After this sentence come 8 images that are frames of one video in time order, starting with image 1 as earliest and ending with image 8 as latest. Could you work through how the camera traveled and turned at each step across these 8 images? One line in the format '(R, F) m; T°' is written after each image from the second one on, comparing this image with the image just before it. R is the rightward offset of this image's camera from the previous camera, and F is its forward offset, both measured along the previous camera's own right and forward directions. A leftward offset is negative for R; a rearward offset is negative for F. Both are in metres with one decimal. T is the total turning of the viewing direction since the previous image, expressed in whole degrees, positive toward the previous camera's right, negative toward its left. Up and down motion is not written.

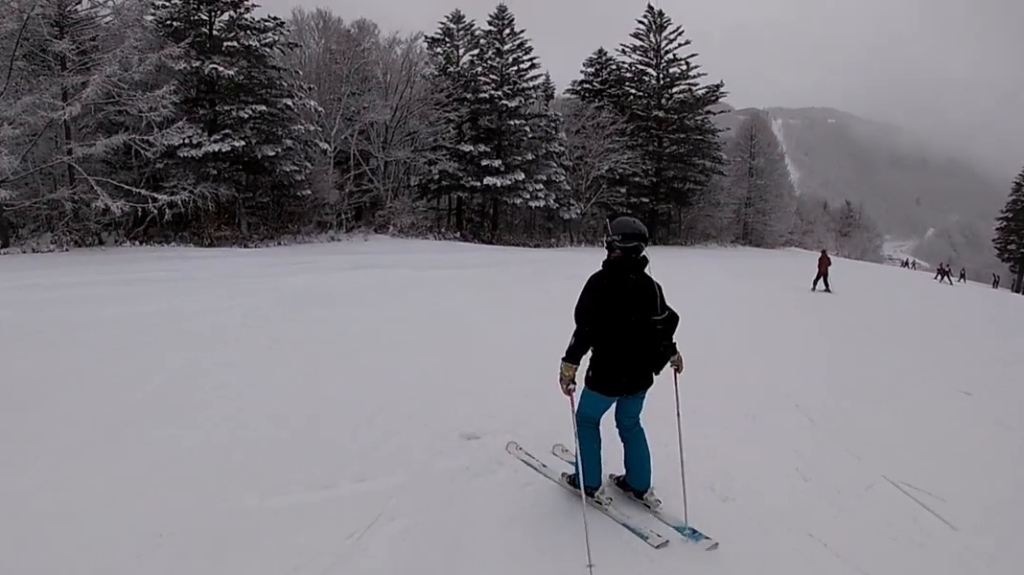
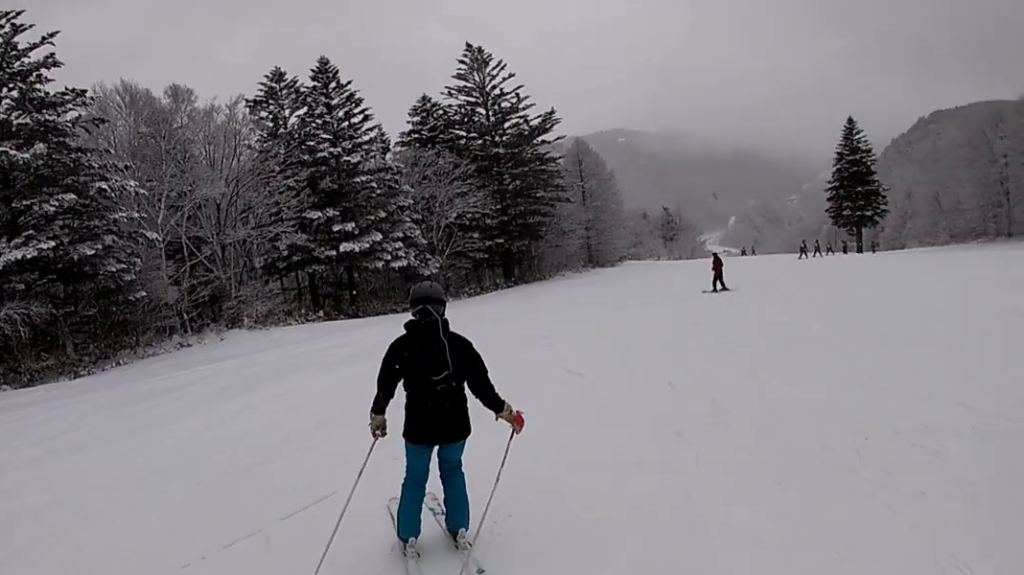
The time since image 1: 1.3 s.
(+0.7, +6.3) m; +24°
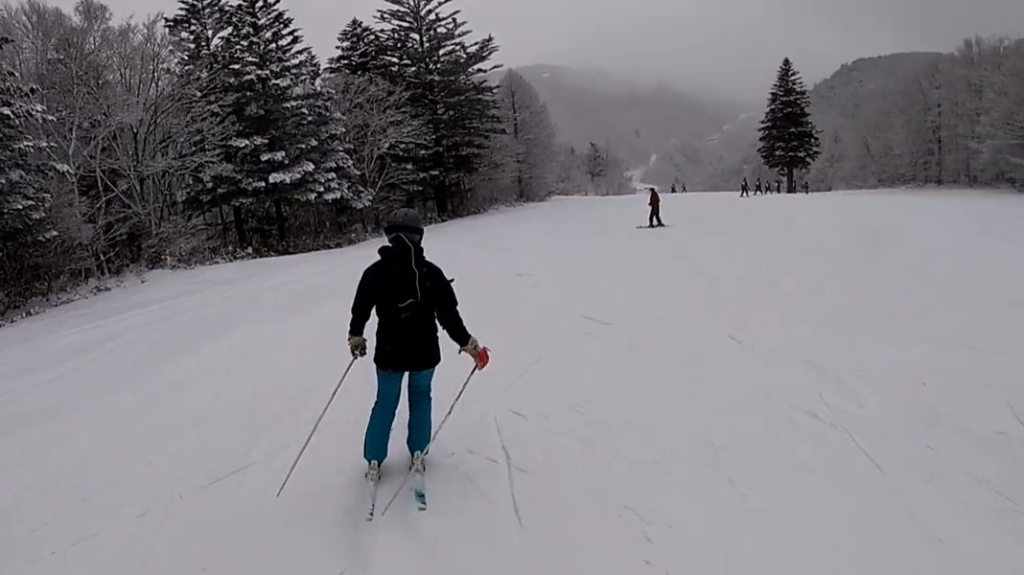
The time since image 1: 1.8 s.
(+0.3, +2.1) m; +13°
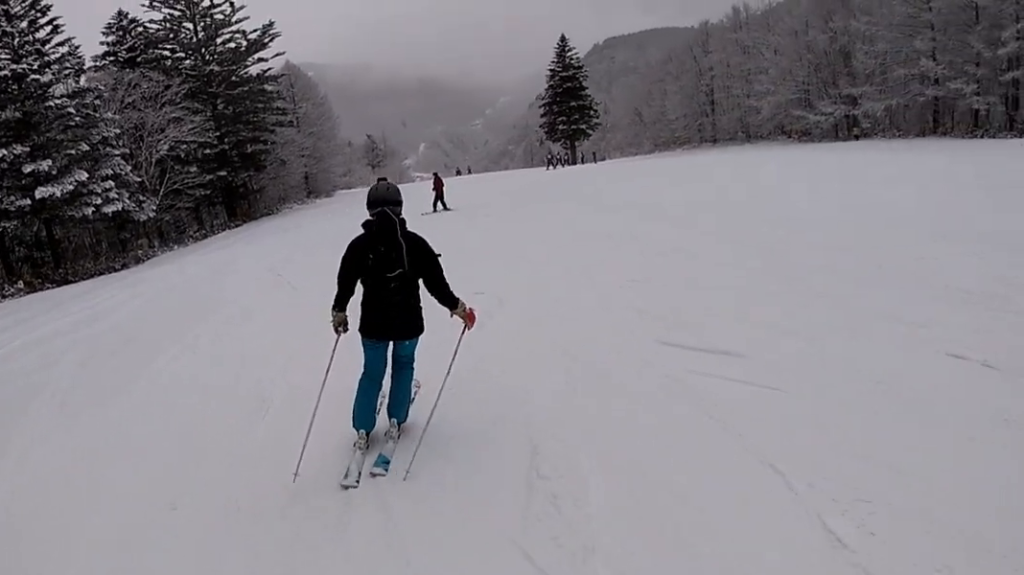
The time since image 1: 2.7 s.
(+1.0, +4.3) m; +27°
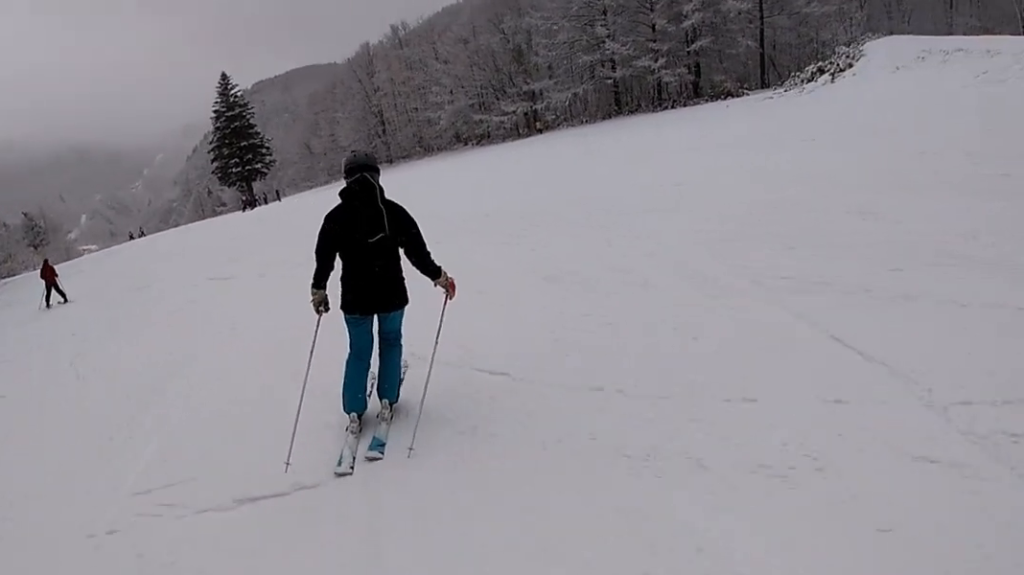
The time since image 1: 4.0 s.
(+1.9, +6.2) m; +24°
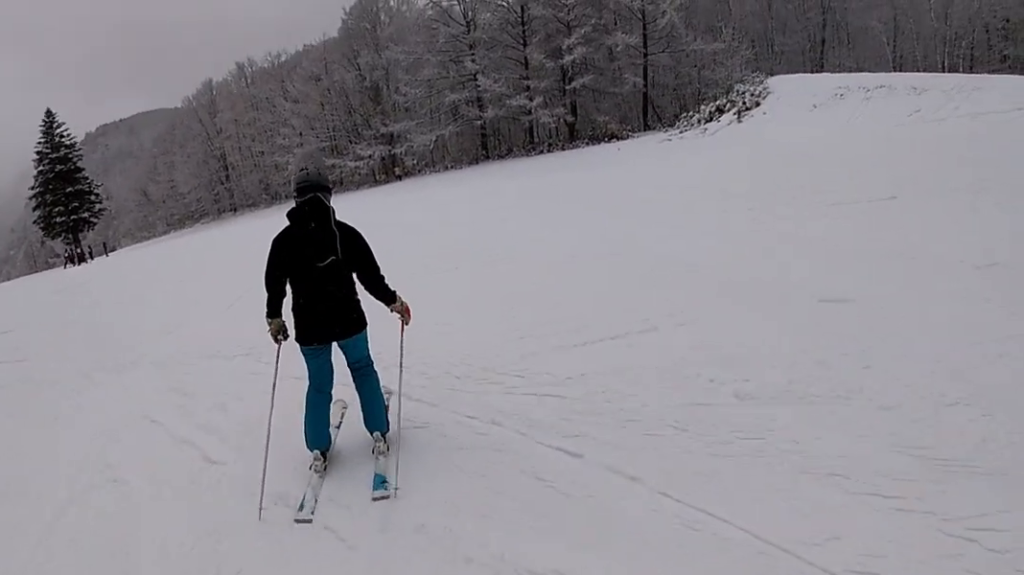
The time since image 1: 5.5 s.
(+0.4, +7.1) m; -4°
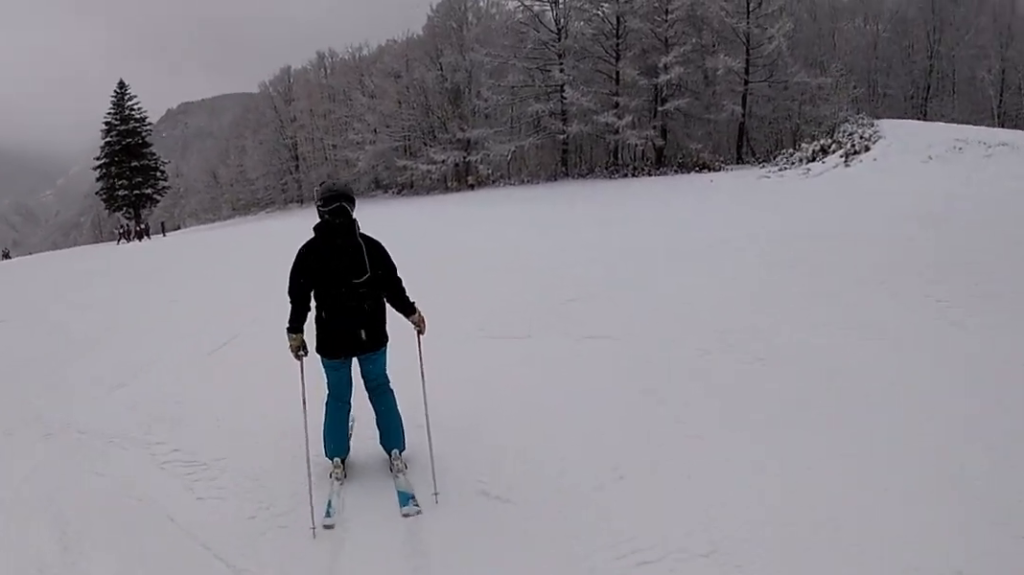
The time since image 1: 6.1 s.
(-0.4, +2.8) m; -1°
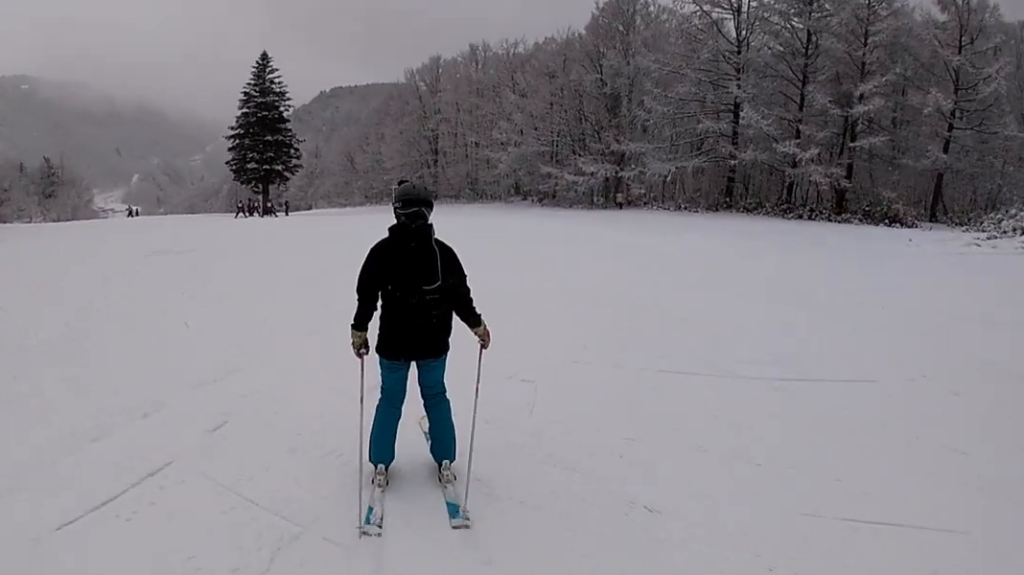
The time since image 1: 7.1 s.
(+0.1, +4.4) m; -11°
